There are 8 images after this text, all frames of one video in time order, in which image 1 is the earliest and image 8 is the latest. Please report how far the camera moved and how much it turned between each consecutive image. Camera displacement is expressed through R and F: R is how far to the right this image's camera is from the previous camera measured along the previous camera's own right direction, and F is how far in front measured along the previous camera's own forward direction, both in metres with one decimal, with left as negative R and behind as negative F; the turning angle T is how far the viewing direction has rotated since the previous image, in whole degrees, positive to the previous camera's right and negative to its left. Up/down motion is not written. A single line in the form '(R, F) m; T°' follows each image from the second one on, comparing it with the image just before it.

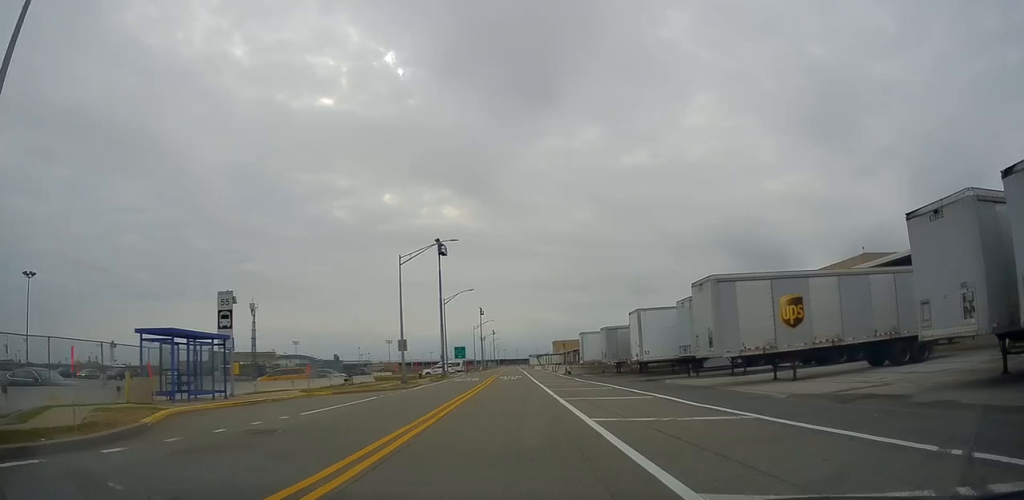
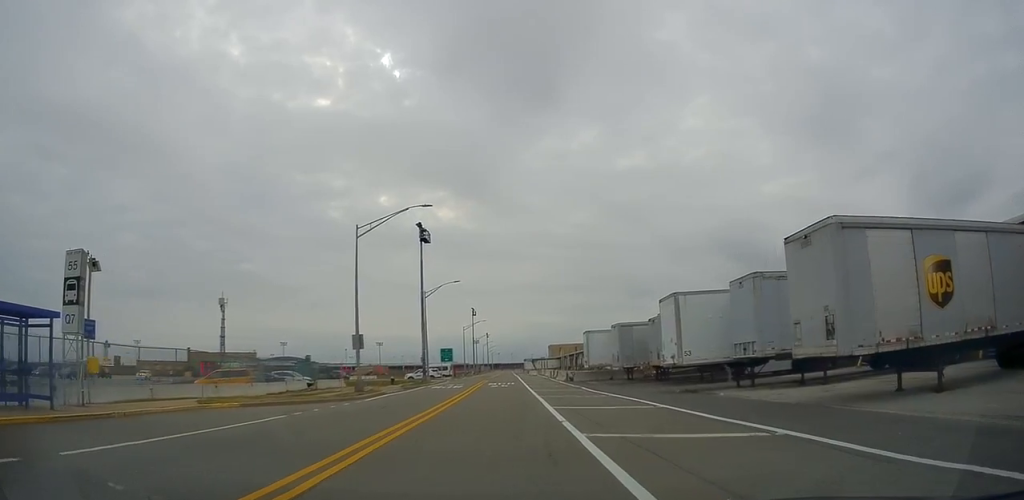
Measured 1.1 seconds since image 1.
(0.0, +9.2) m; 0°
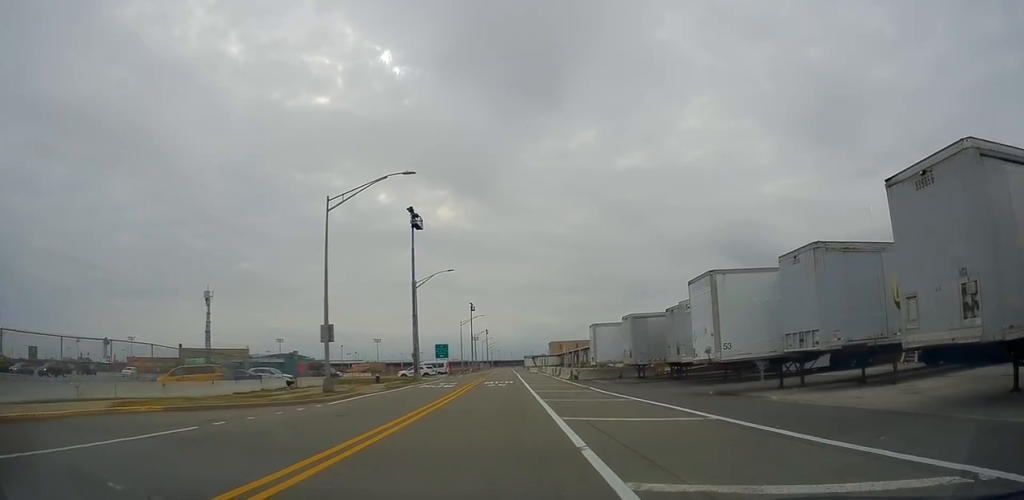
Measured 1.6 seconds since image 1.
(-0.1, +4.6) m; 0°
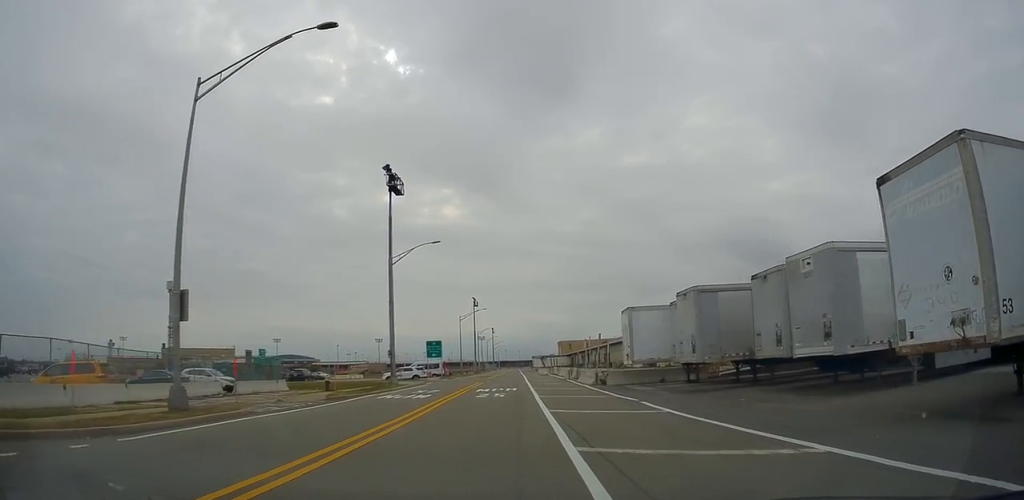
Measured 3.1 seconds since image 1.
(+0.1, +12.3) m; 0°
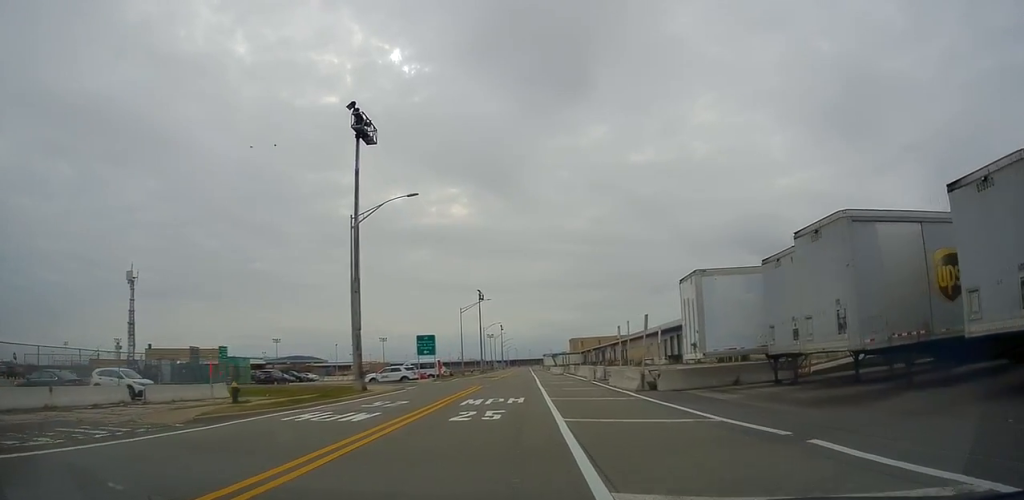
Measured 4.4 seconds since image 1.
(+0.2, +11.5) m; 0°
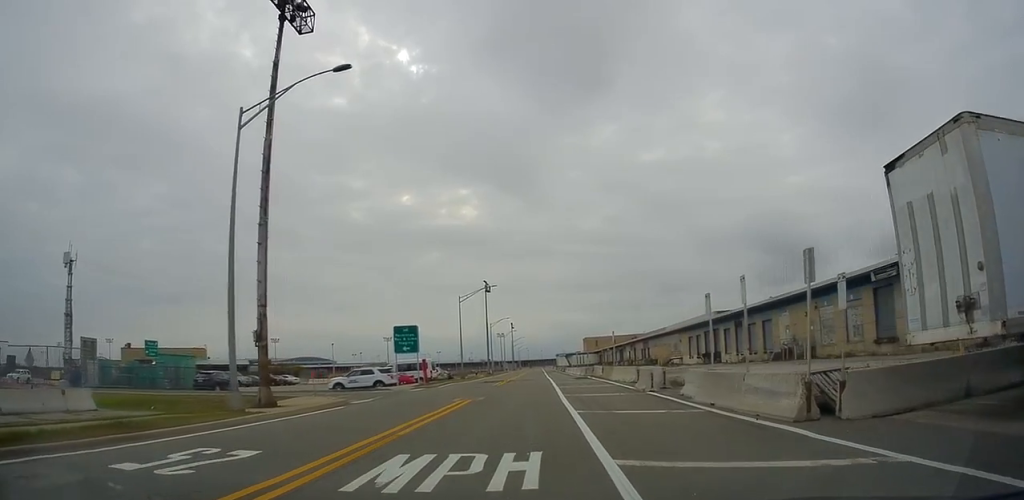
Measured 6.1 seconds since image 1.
(-0.2, +14.1) m; 0°
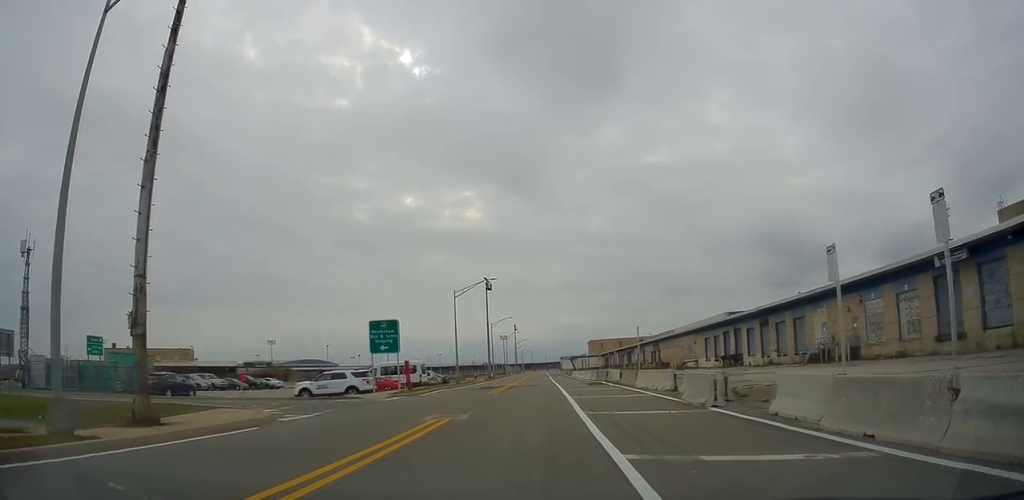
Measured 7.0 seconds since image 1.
(0.0, +7.5) m; -1°
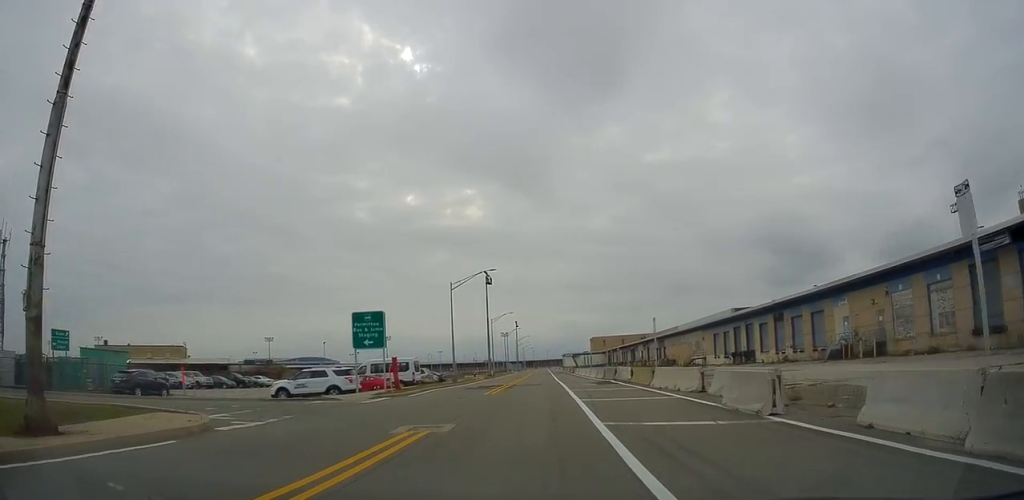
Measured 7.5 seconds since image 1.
(-0.1, +3.8) m; -1°
